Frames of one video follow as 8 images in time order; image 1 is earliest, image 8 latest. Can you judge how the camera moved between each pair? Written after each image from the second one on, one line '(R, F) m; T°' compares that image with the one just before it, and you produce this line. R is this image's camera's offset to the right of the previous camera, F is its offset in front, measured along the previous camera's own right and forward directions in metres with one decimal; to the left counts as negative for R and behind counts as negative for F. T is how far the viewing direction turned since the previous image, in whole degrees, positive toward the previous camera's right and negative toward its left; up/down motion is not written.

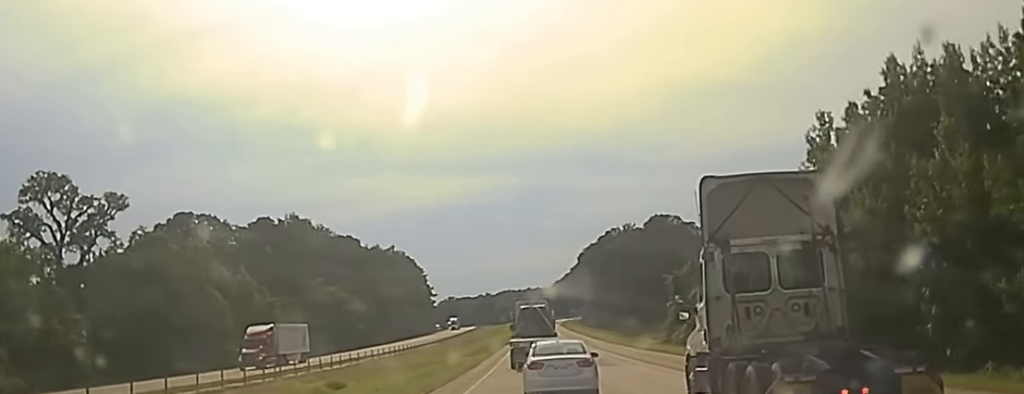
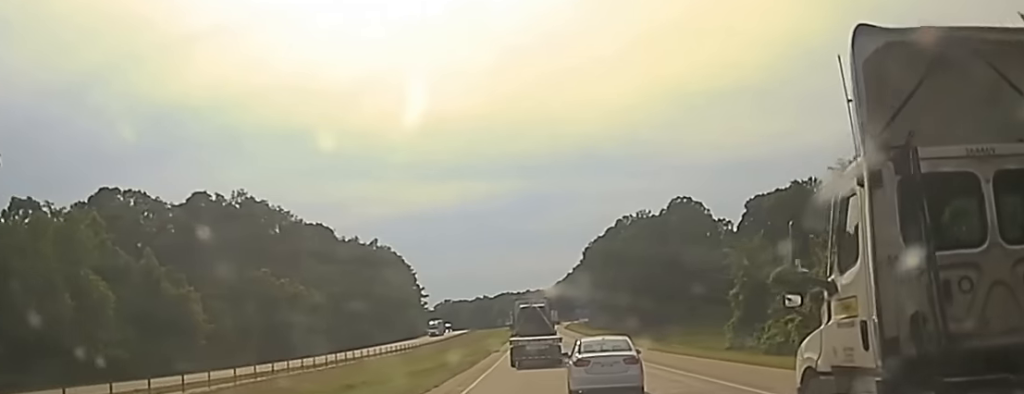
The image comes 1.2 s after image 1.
(0.0, +39.6) m; 0°
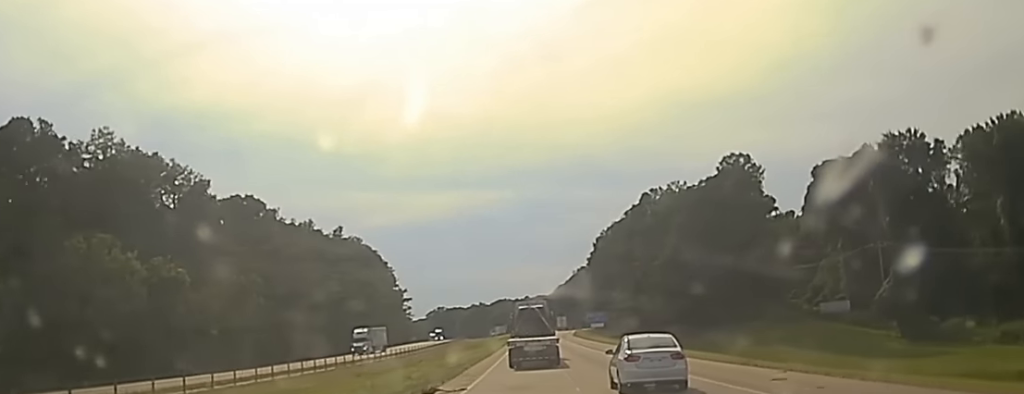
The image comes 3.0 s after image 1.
(0.0, +58.4) m; 0°
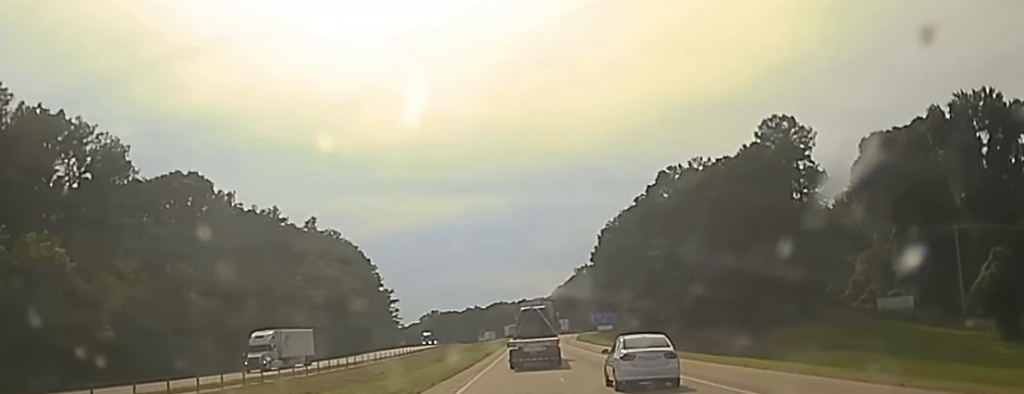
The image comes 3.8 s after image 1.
(0.0, +28.4) m; 0°
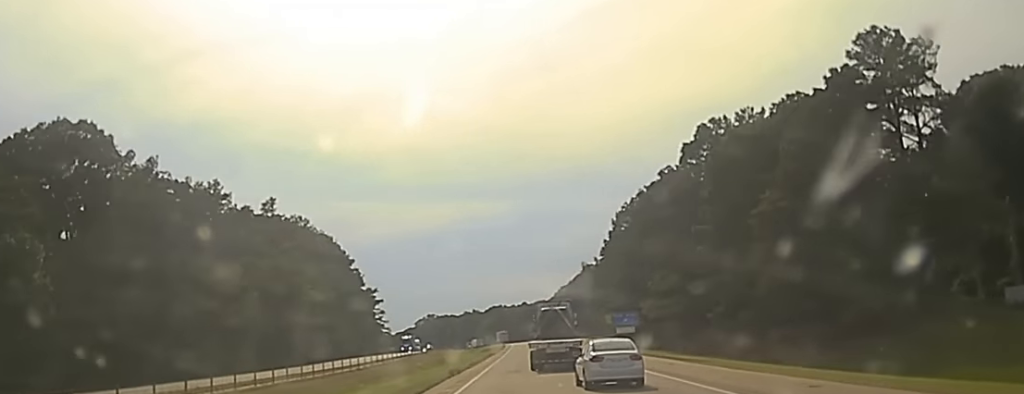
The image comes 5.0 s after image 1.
(-0.1, +38.4) m; 0°
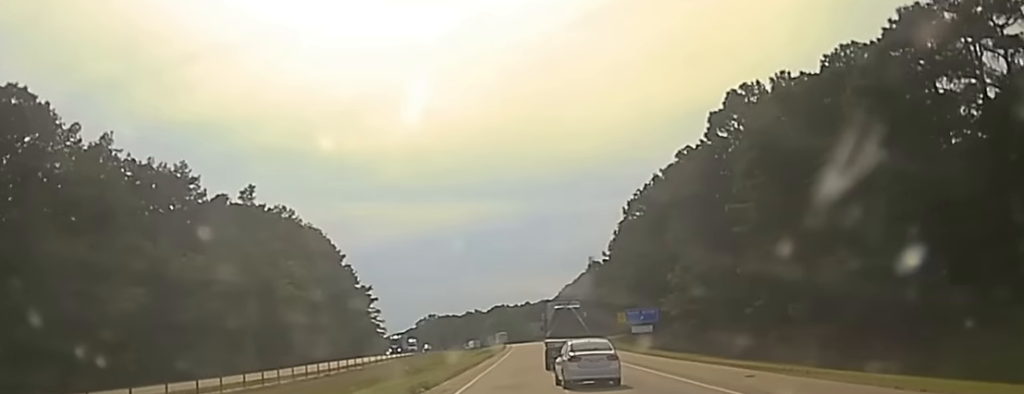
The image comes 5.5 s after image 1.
(-0.1, +18.3) m; 0°
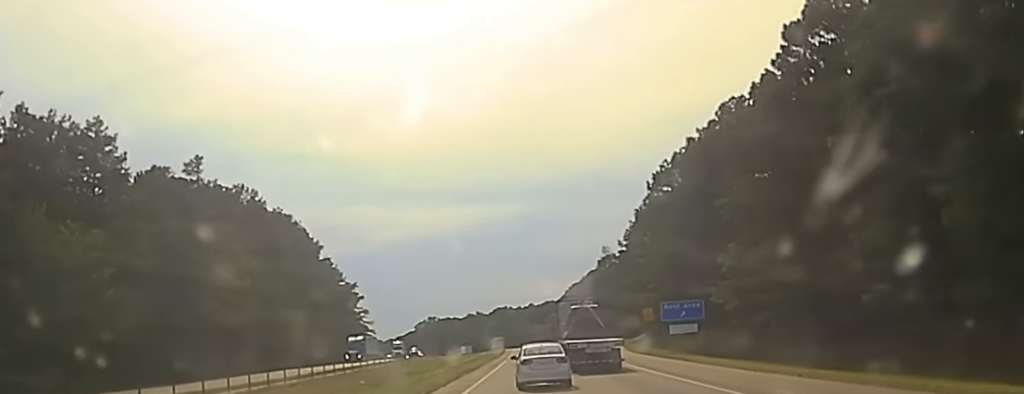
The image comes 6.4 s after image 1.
(+0.3, +30.2) m; 0°
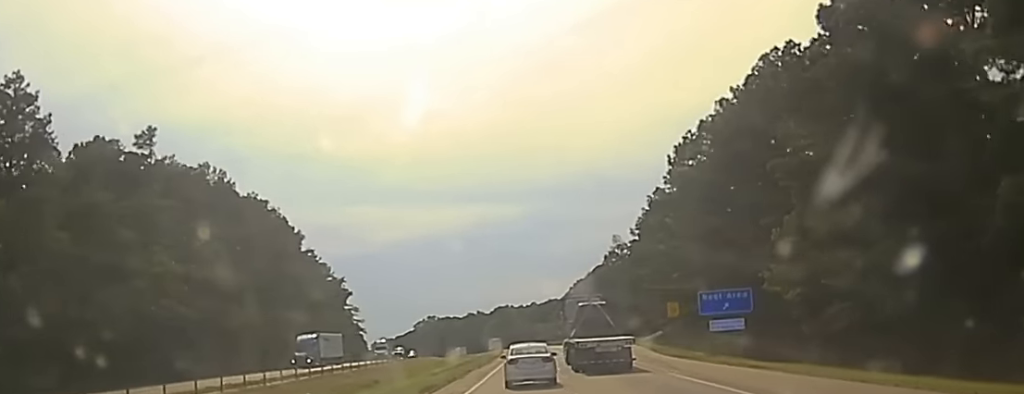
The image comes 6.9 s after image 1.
(0.0, +20.6) m; 0°
